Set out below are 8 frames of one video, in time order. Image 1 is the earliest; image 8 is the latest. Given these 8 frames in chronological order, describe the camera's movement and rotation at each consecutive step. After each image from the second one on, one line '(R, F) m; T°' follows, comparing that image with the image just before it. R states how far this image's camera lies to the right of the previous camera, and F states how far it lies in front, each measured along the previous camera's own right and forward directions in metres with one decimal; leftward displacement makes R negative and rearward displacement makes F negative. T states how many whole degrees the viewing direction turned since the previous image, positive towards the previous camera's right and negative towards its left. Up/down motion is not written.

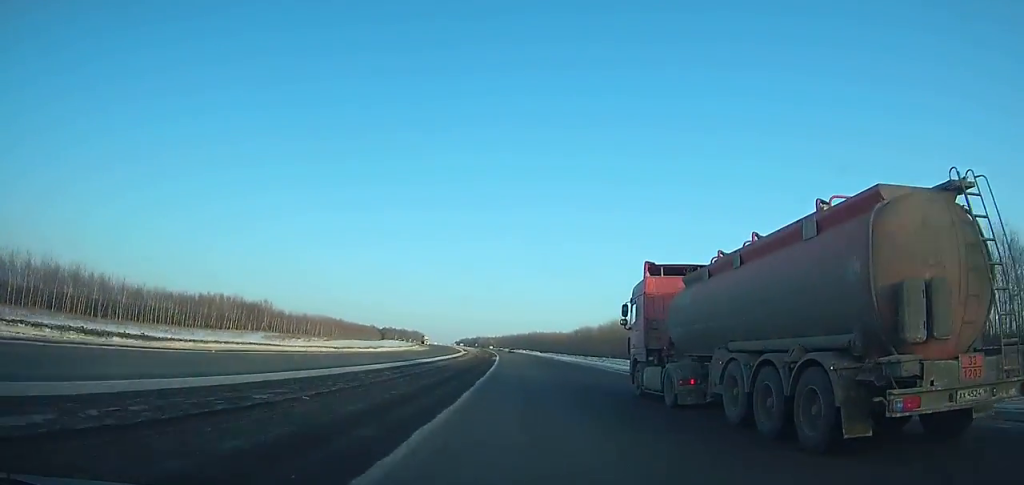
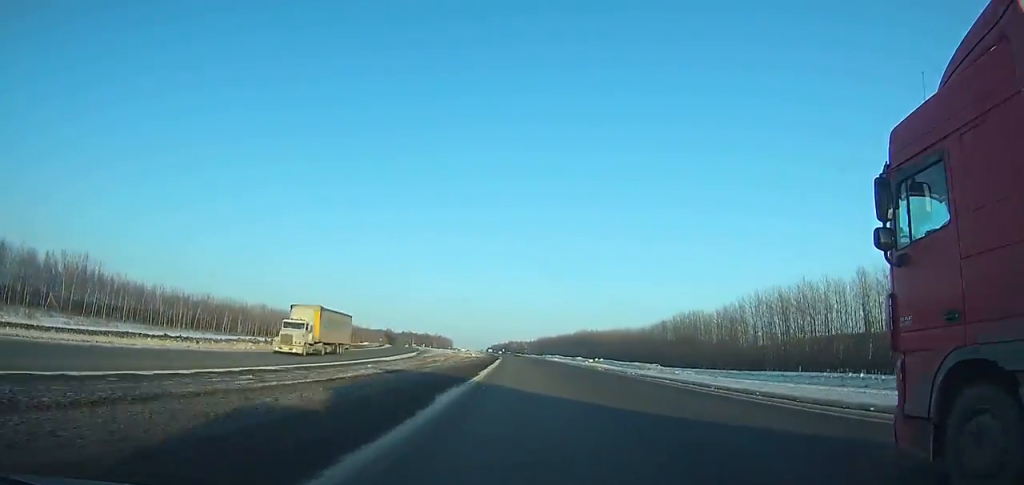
(-4.5, +133.6) m; -4°
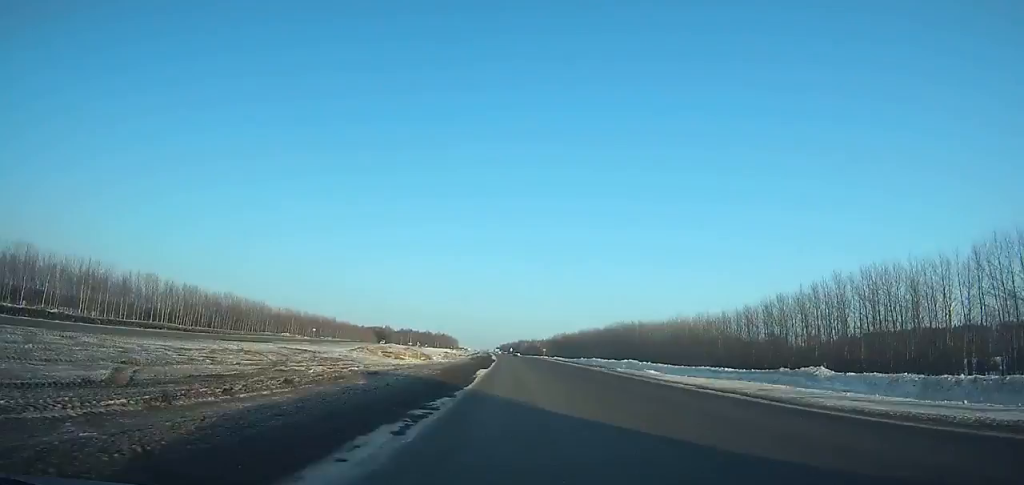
(-1.3, +85.6) m; -1°
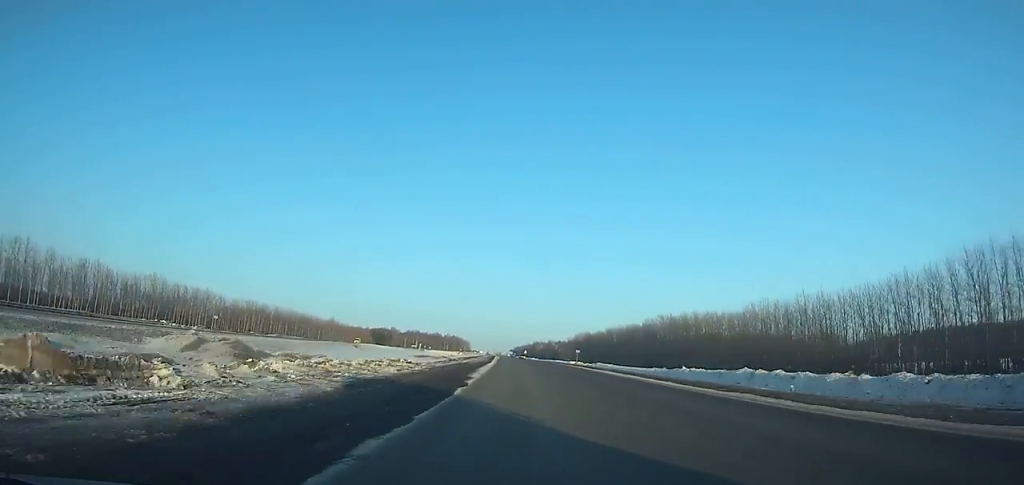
(-0.3, +55.2) m; -1°
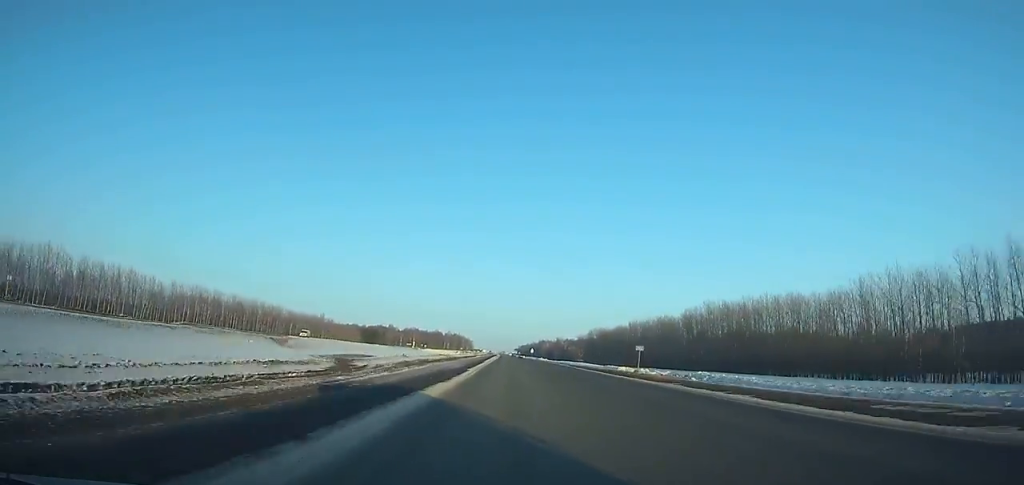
(-0.2, +44.3) m; 0°
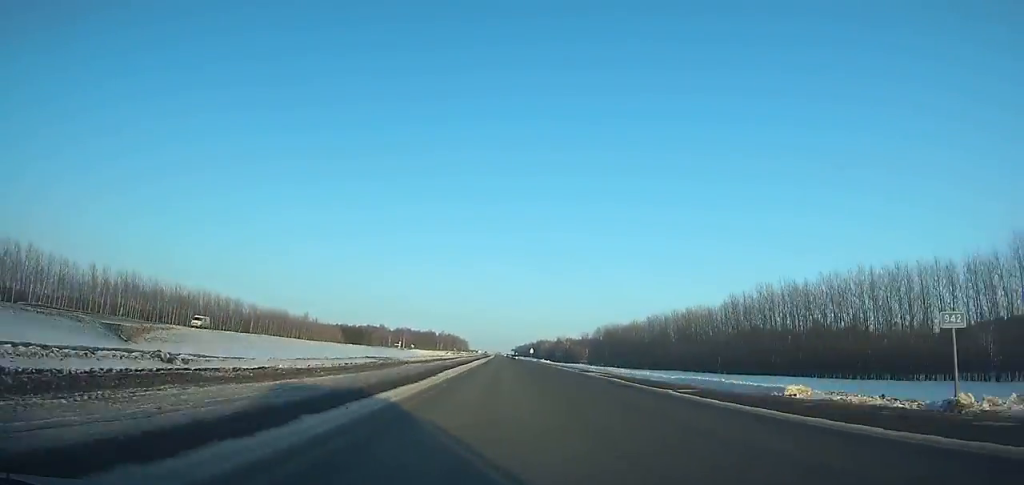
(-0.1, +36.0) m; 0°
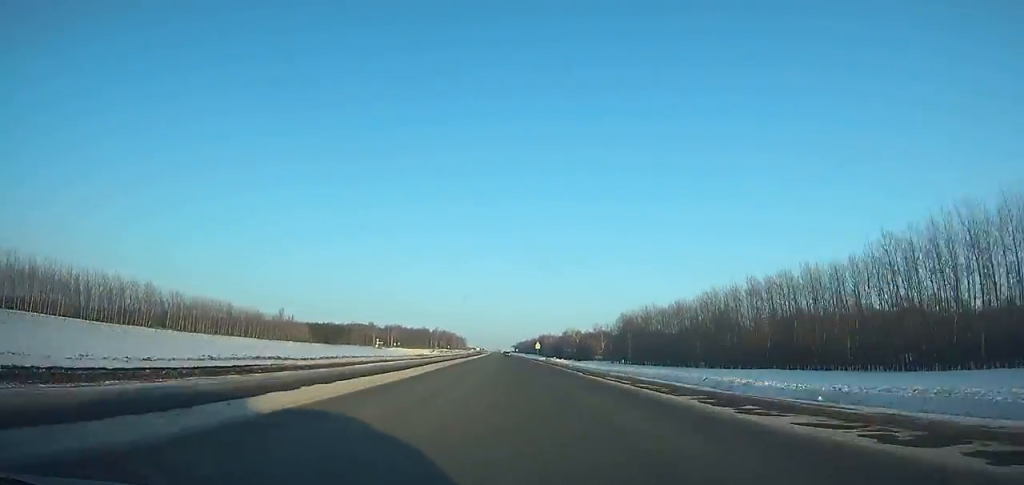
(+0.2, +55.2) m; 0°
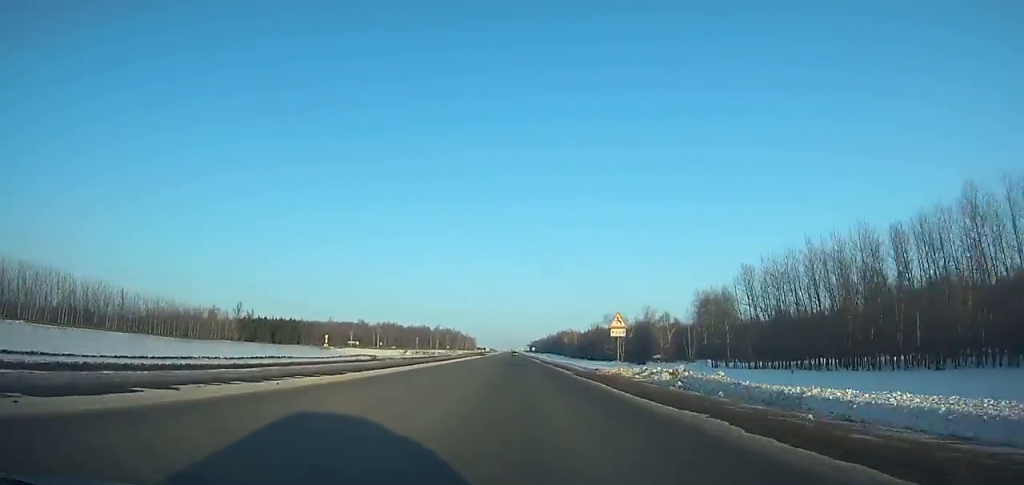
(-0.5, +93.2) m; -1°
